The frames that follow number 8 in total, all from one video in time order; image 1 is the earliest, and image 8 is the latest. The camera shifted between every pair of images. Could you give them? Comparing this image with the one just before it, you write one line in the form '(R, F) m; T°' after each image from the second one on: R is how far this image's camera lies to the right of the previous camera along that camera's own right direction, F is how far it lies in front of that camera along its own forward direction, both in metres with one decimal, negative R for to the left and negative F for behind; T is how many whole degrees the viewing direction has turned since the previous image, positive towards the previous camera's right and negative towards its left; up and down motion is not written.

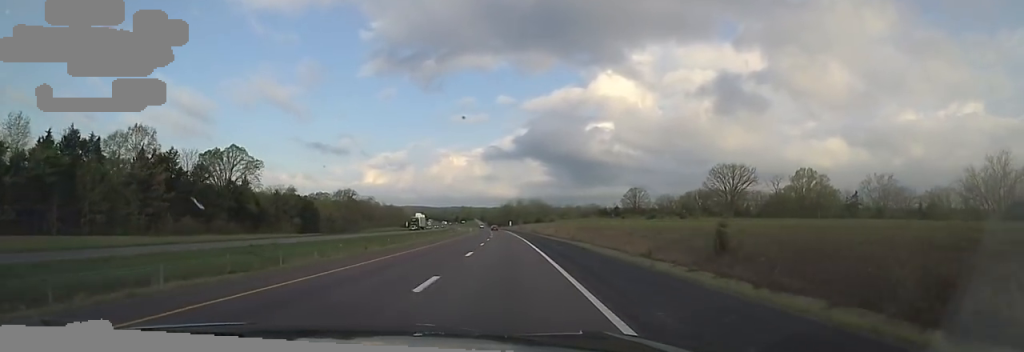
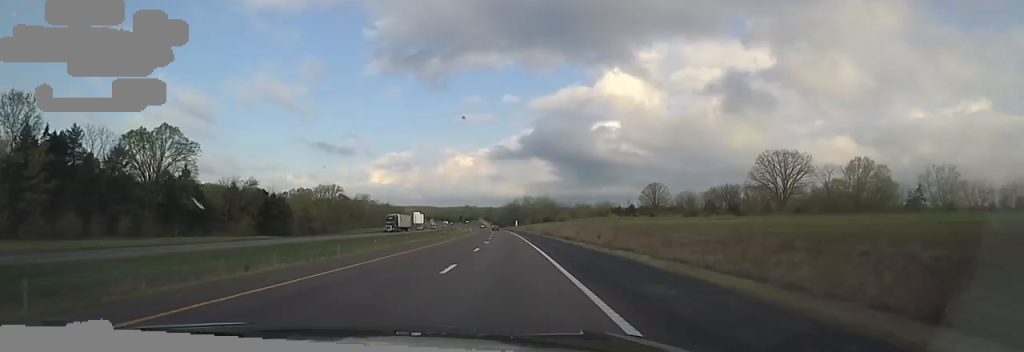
(+0.1, +20.2) m; 0°
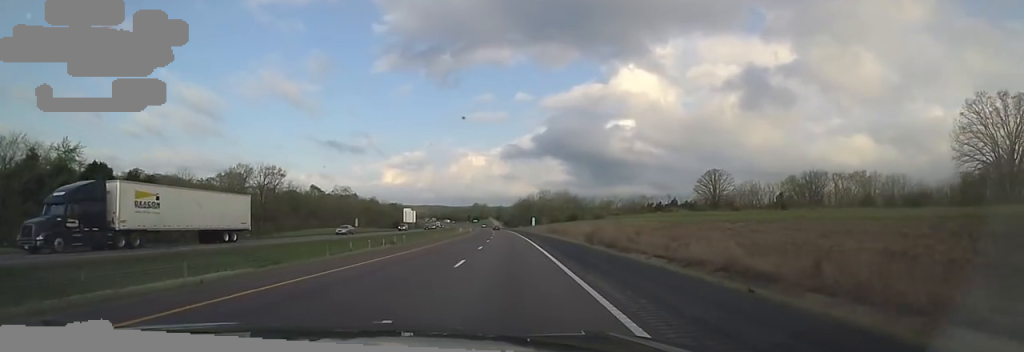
(-0.3, +46.5) m; -3°
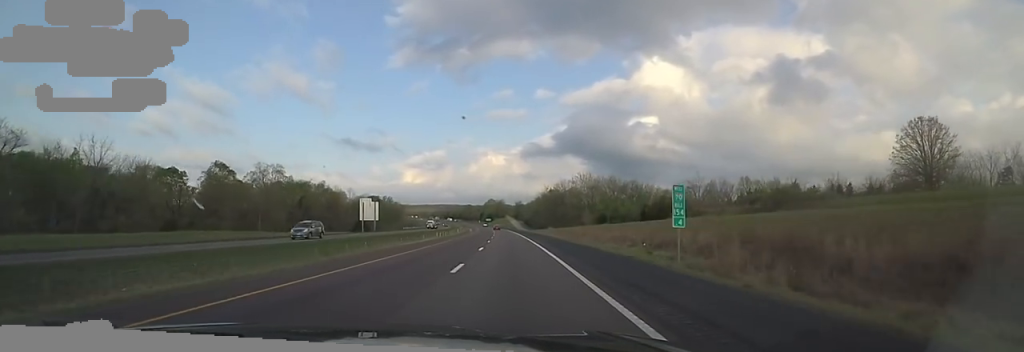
(+0.1, +74.9) m; 0°
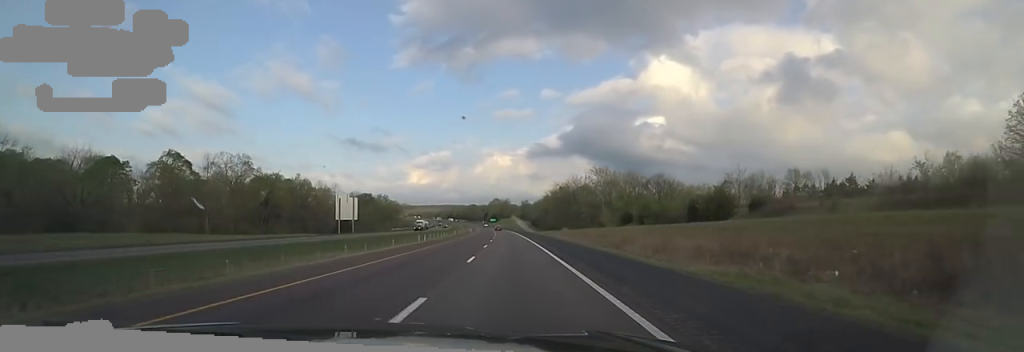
(-0.8, +20.2) m; -1°
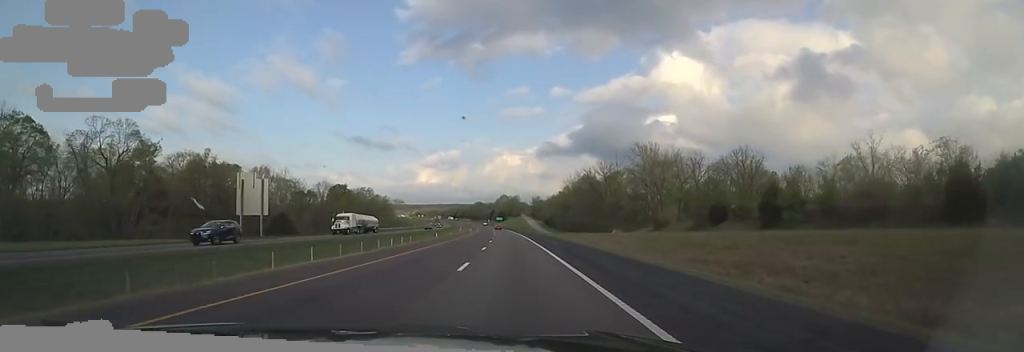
(-0.6, +40.6) m; -3°
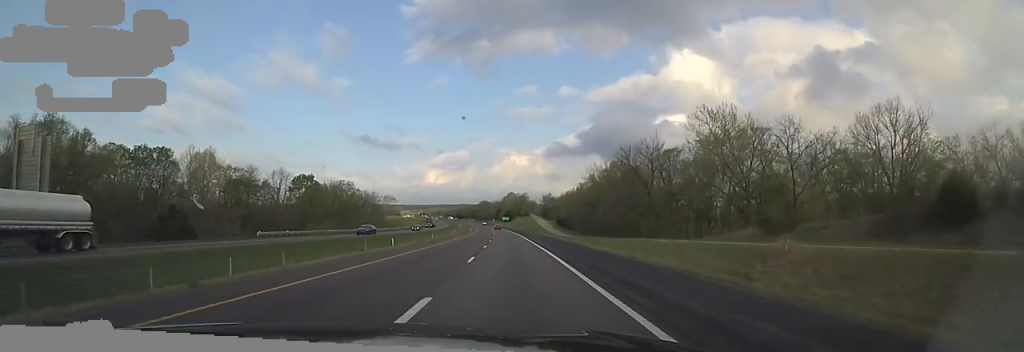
(-1.2, +33.3) m; 0°
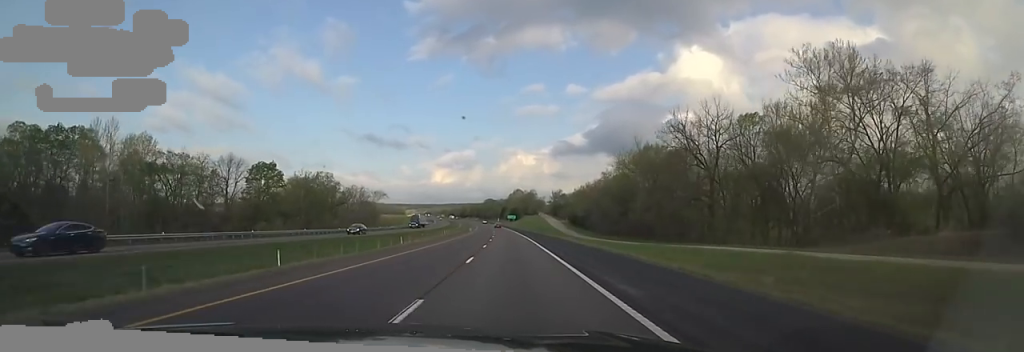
(+0.4, +24.8) m; 0°
